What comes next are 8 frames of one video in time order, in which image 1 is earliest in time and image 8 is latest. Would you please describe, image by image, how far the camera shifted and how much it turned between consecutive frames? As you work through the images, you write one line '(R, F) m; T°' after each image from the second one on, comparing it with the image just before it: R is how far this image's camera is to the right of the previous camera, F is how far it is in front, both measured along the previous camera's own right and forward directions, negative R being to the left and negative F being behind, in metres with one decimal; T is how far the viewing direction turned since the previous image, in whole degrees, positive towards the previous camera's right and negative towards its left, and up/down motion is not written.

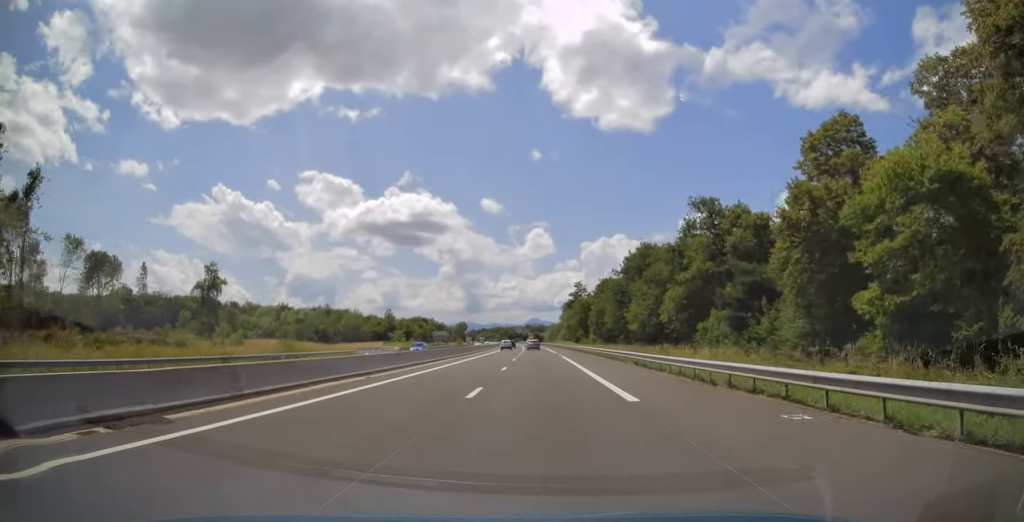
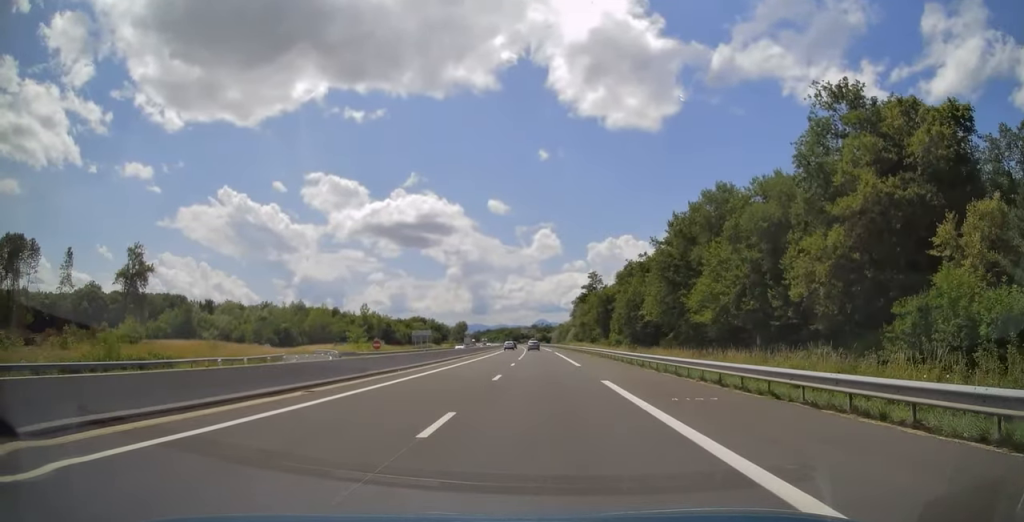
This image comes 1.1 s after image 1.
(-0.3, +32.5) m; -1°
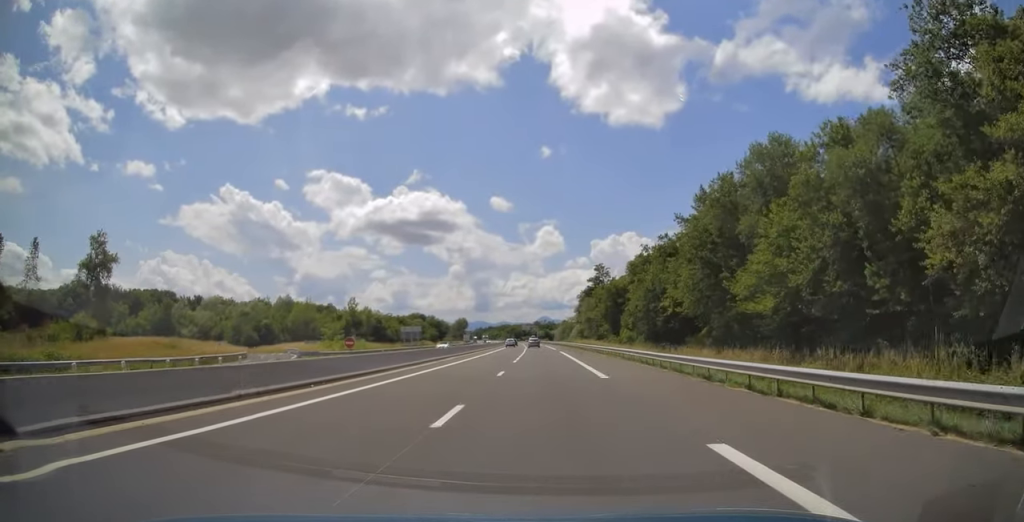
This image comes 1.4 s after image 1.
(0.0, +12.4) m; 0°
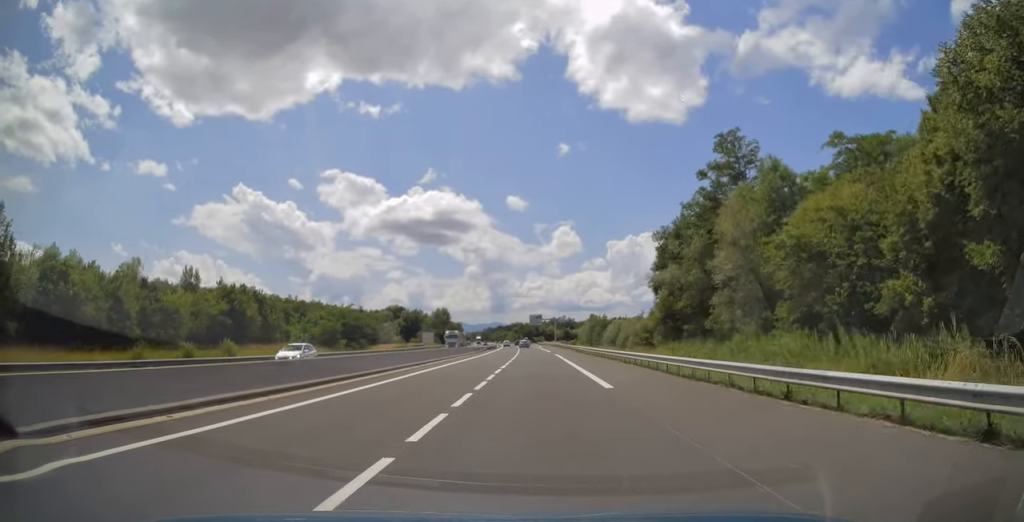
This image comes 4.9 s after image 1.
(-2.1, +107.1) m; -2°
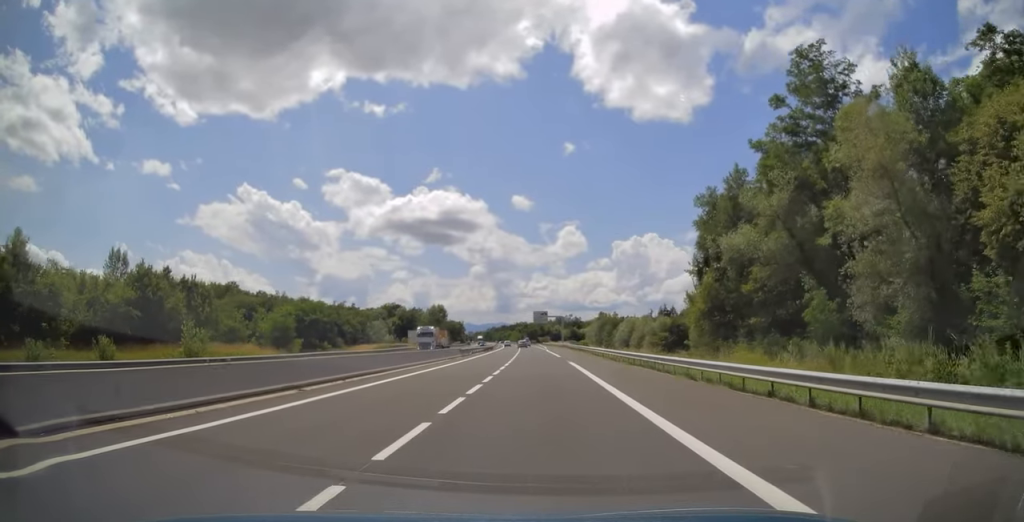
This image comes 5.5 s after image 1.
(0.0, +19.0) m; 0°
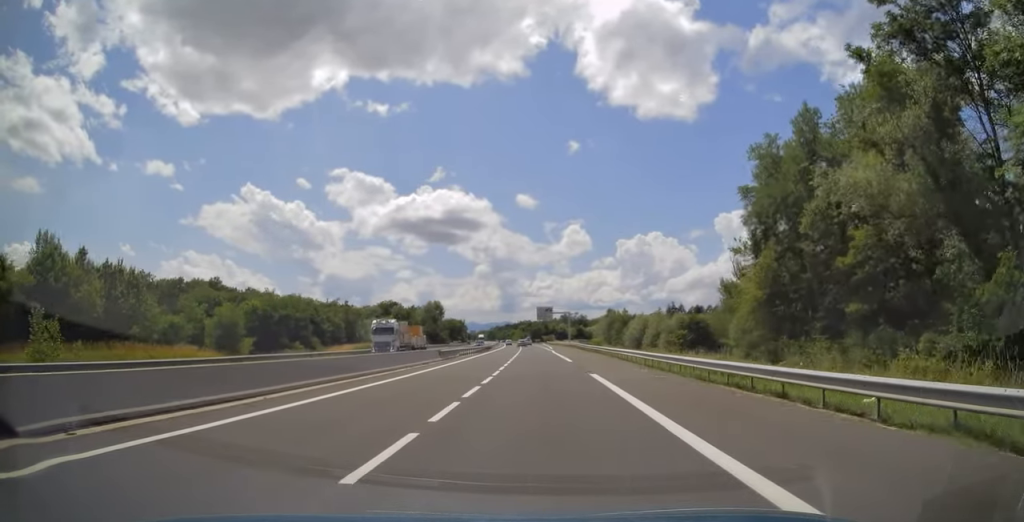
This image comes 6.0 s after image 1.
(0.0, +14.4) m; 0°
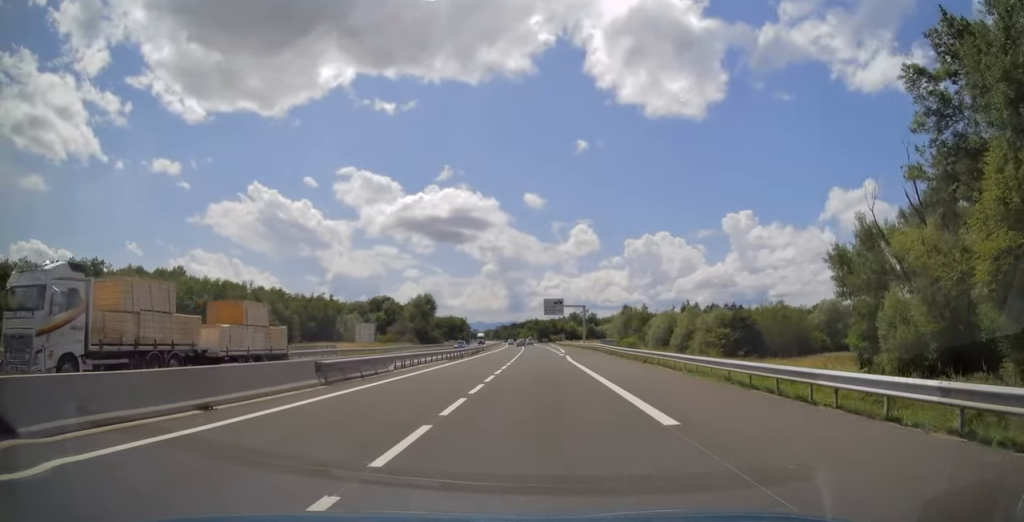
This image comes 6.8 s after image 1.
(0.0, +25.7) m; -1°
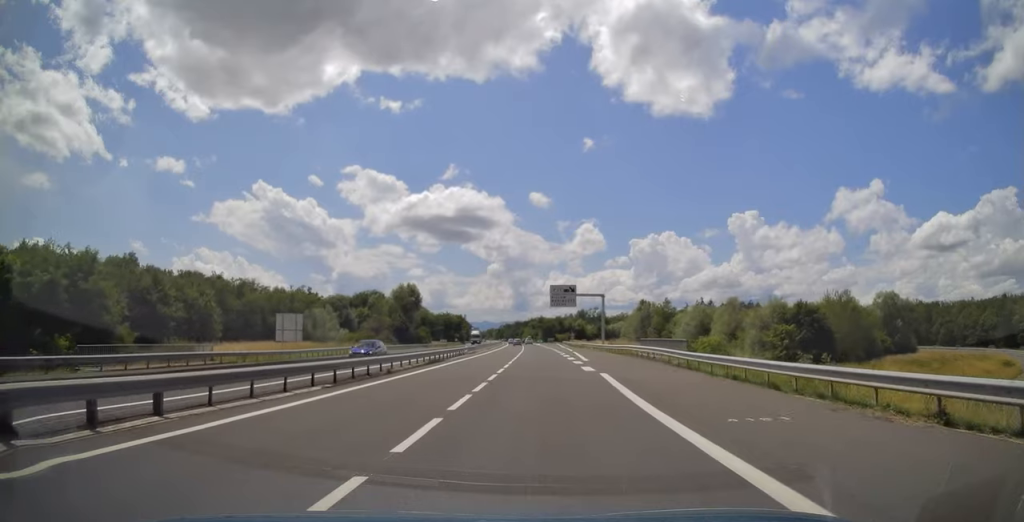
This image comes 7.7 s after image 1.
(-0.3, +25.8) m; -1°
